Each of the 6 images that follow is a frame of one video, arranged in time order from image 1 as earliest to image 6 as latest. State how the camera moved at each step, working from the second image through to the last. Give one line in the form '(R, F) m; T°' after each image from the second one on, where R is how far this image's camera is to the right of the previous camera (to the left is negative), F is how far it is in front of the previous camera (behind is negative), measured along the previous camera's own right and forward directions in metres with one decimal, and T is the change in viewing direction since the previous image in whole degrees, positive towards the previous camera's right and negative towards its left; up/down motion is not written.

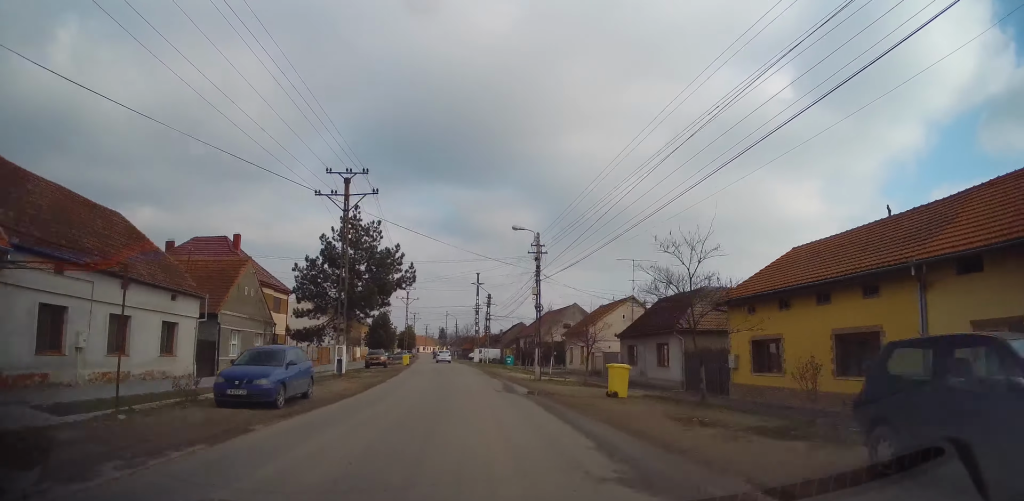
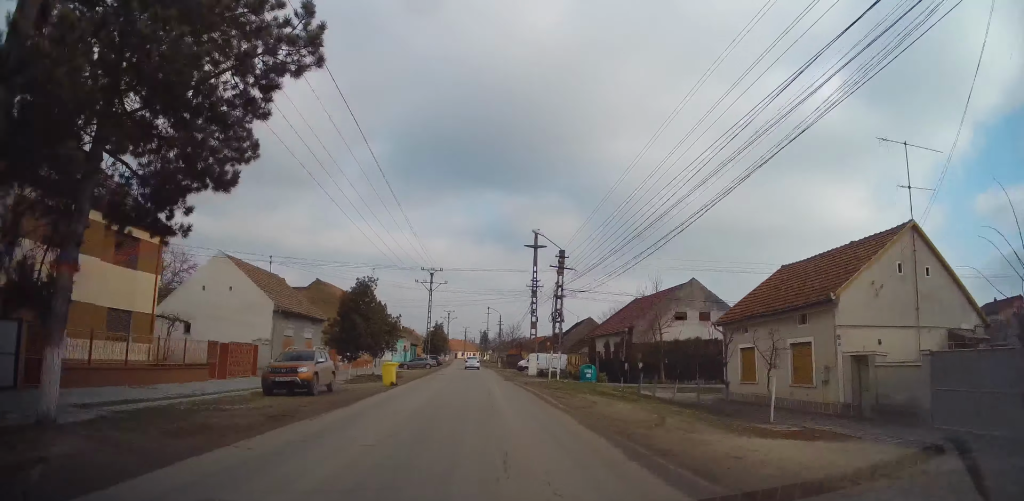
(-1.9, +28.1) m; -6°
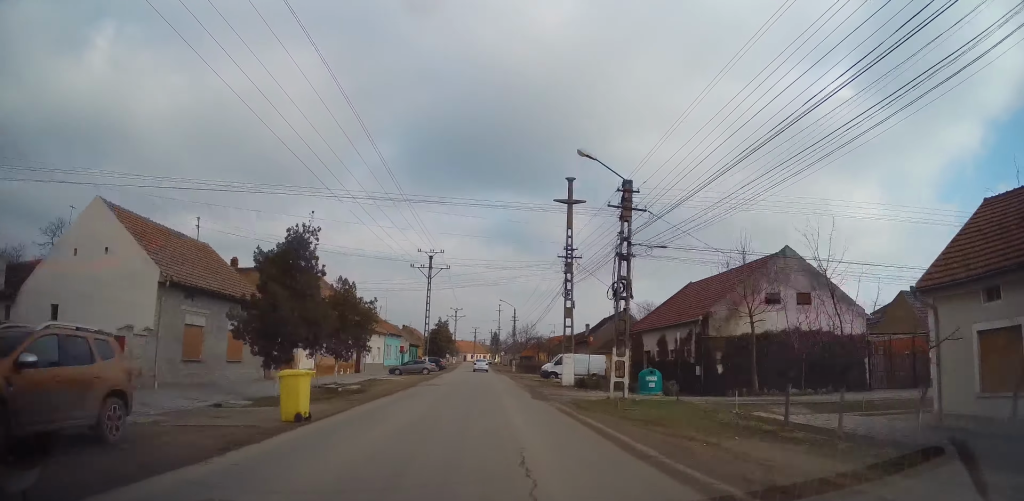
(0.0, +13.3) m; 0°
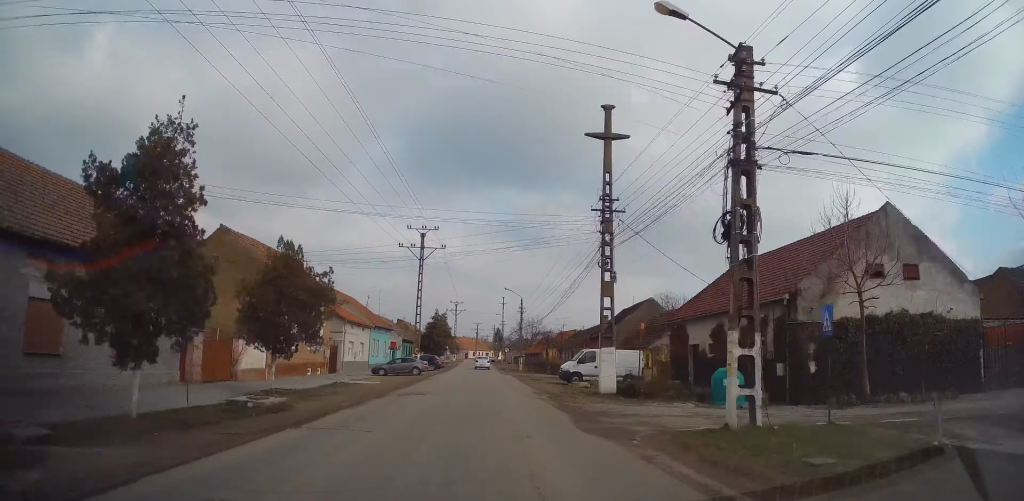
(0.0, +9.0) m; -1°
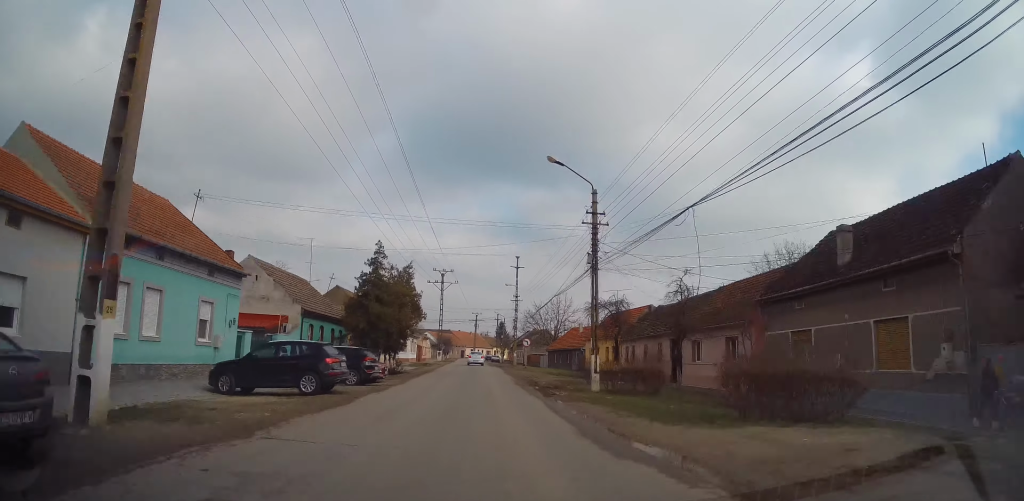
(-0.7, +39.4) m; 0°
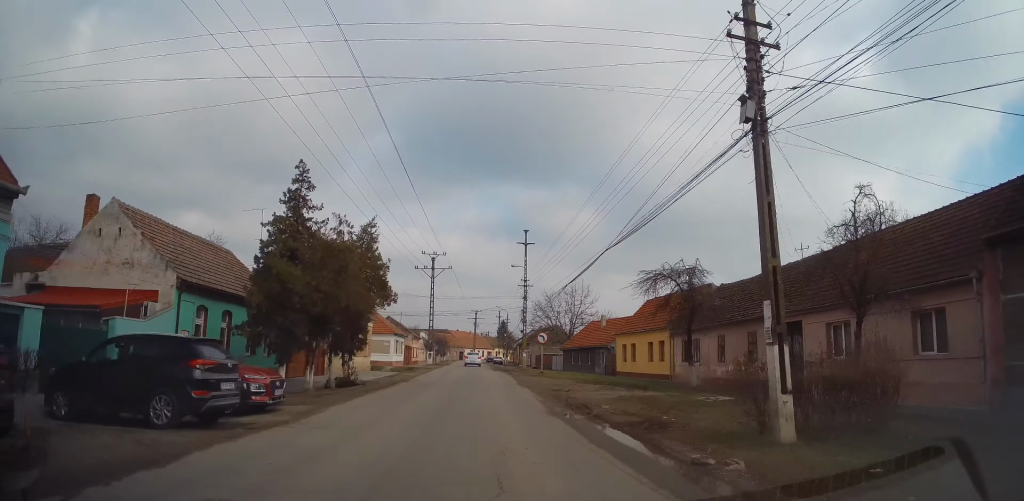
(+0.1, +13.3) m; -1°
